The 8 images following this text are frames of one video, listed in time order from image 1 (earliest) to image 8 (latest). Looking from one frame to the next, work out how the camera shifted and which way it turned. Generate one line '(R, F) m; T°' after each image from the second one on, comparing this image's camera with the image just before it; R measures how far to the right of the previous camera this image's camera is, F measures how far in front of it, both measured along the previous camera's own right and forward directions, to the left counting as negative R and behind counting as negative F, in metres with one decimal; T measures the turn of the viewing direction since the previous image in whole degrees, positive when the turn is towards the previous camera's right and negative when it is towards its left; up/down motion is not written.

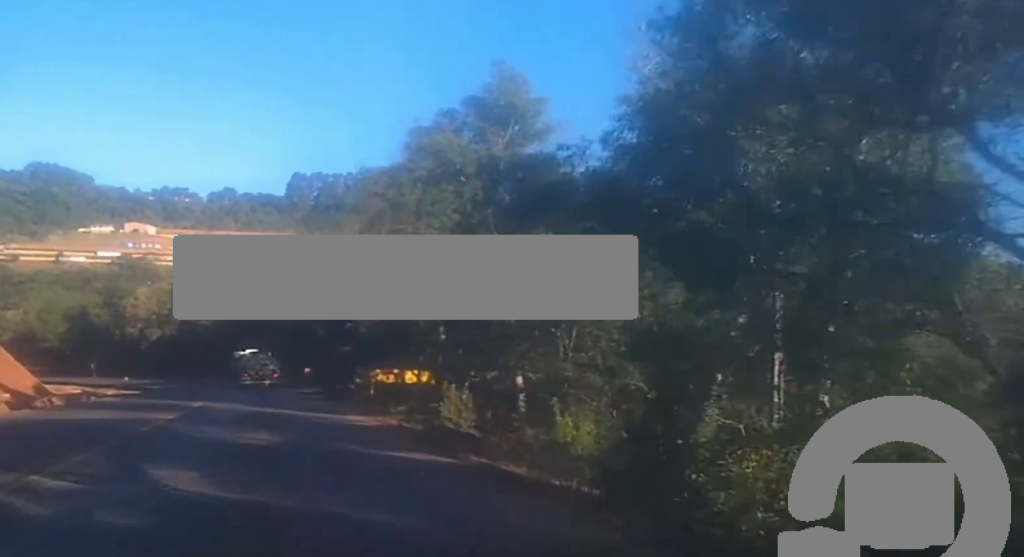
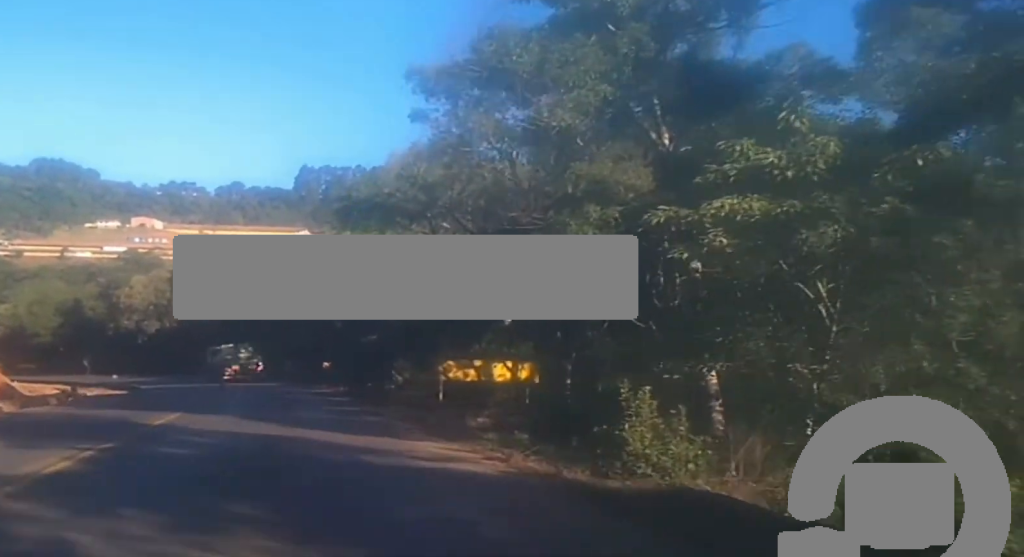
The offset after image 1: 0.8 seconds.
(-0.2, +13.1) m; -3°
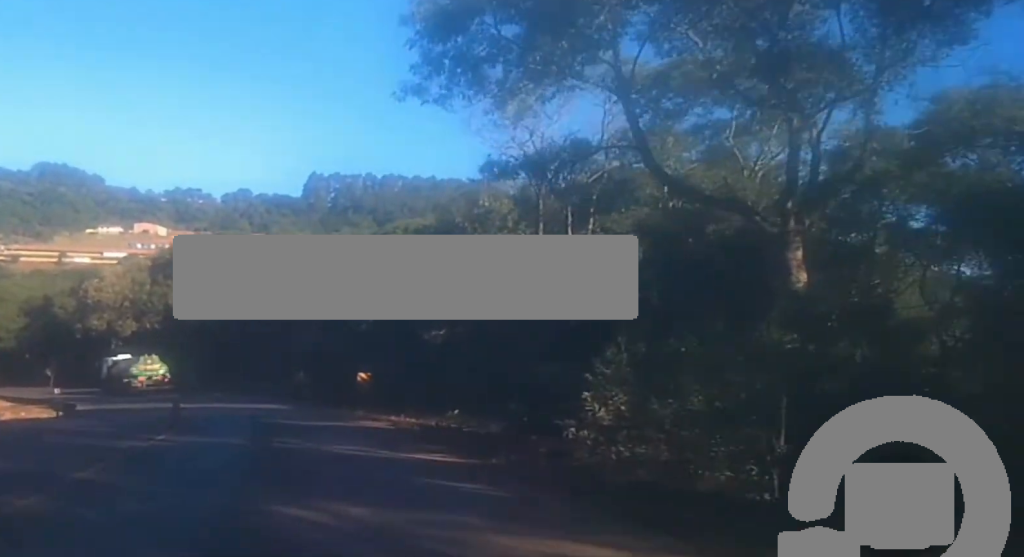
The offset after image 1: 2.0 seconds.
(-1.2, +21.1) m; -5°
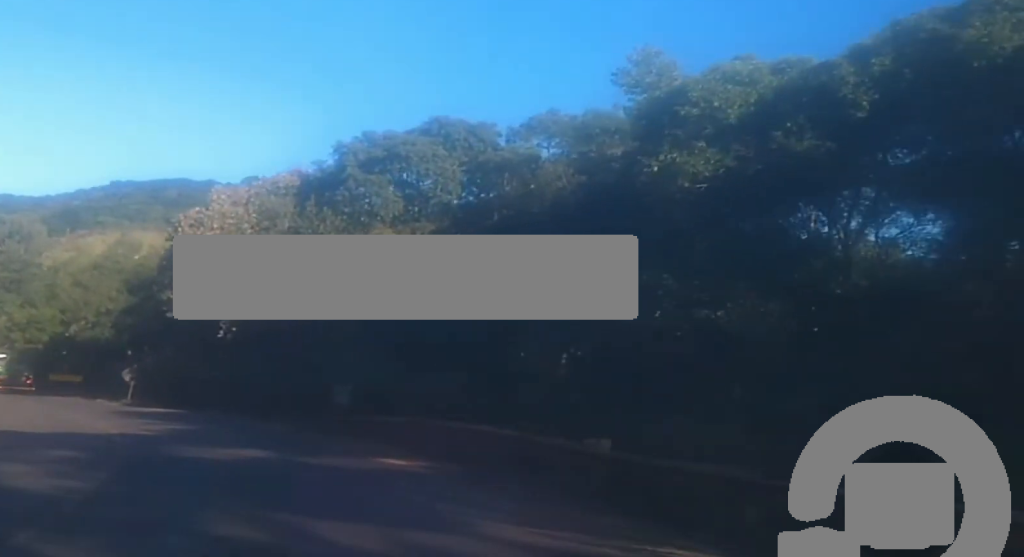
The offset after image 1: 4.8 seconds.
(-0.1, +44.6) m; 0°
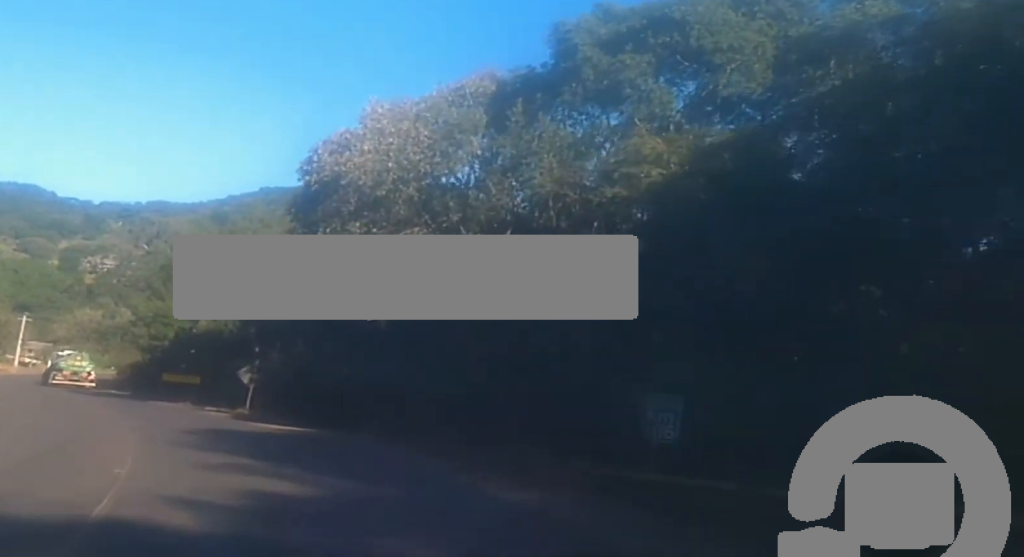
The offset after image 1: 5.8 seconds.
(0.0, +15.6) m; 0°
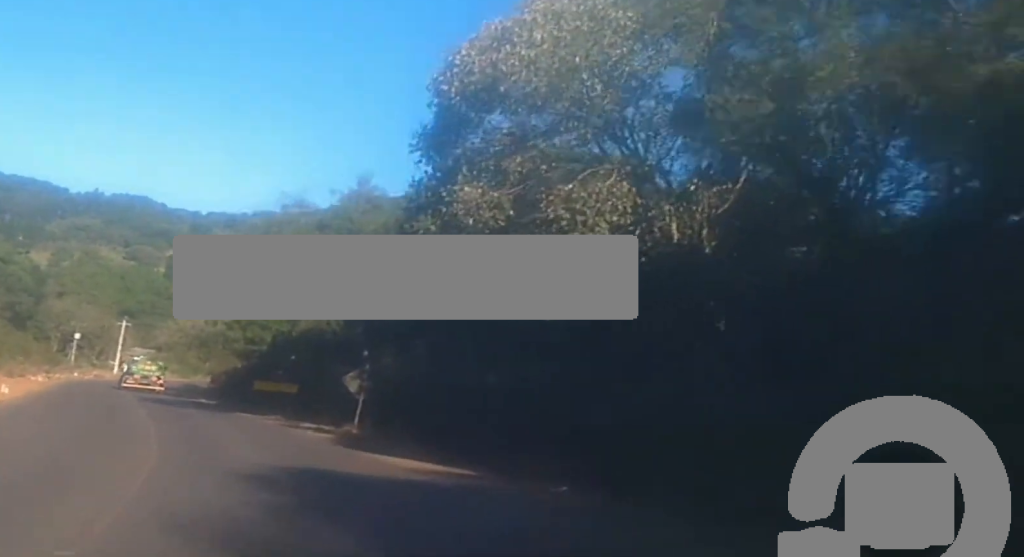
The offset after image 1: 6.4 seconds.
(0.0, +10.3) m; 0°
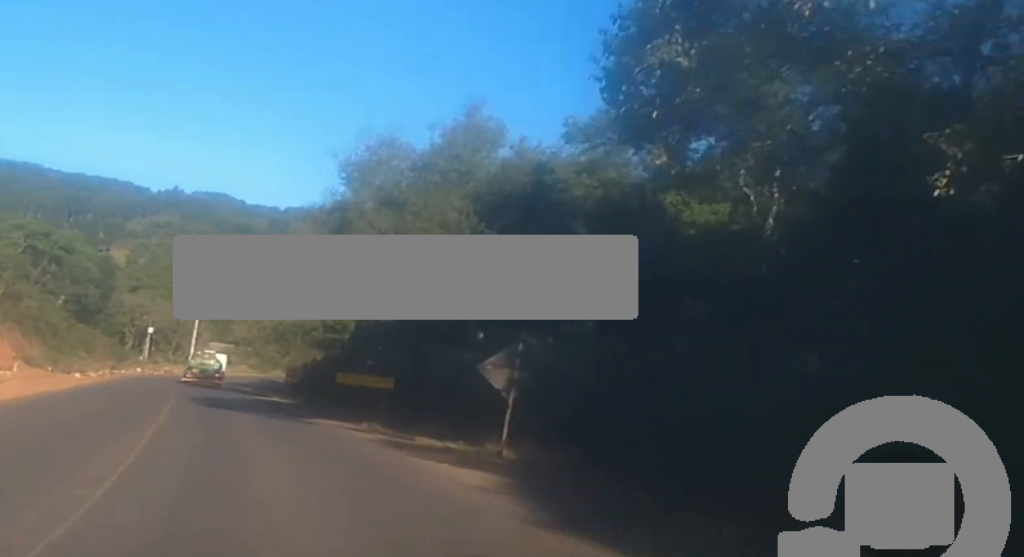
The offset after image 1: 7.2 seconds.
(0.0, +12.6) m; -1°
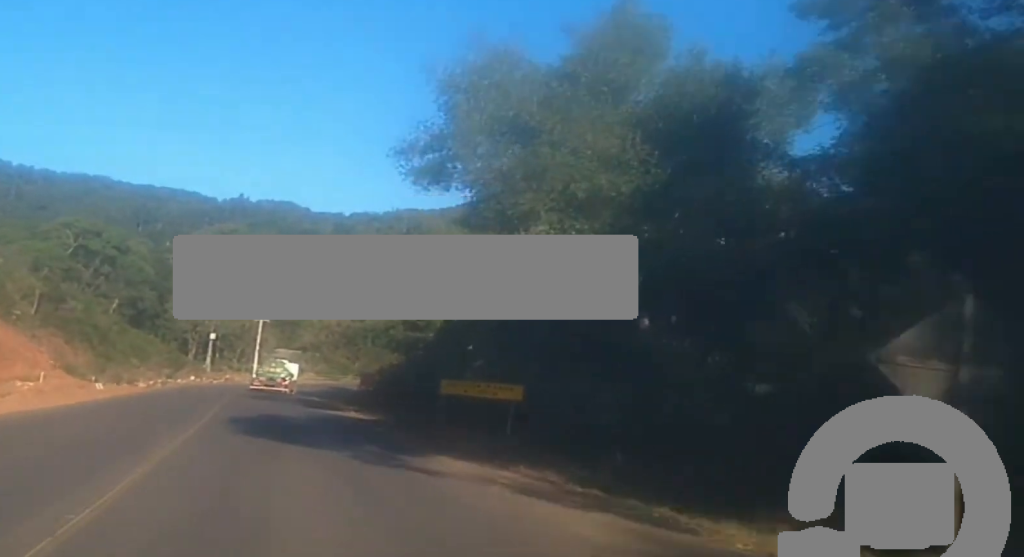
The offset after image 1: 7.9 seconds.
(+0.2, +11.8) m; -7°
